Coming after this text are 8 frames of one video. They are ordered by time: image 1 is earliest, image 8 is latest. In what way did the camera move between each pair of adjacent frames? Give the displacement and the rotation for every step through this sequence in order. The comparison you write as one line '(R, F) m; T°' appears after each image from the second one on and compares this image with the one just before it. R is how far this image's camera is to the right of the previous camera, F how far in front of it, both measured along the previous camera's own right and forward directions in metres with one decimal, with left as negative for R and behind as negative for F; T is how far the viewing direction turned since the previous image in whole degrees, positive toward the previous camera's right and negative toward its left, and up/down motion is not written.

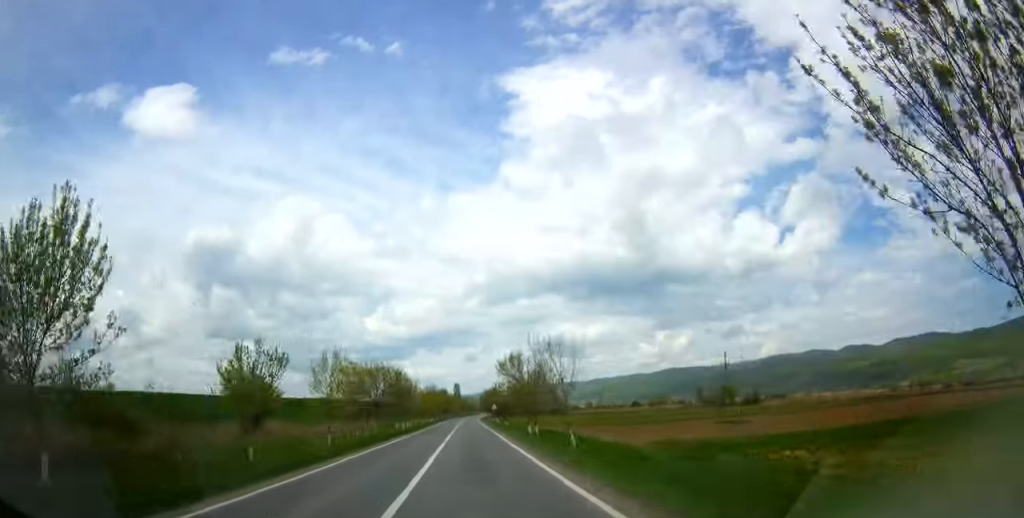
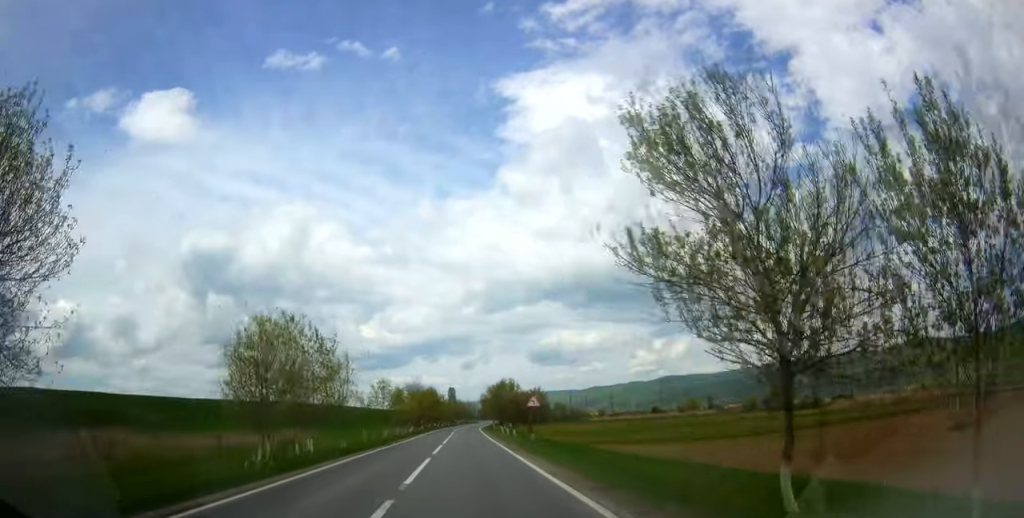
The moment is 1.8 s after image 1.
(-0.4, +50.1) m; 0°
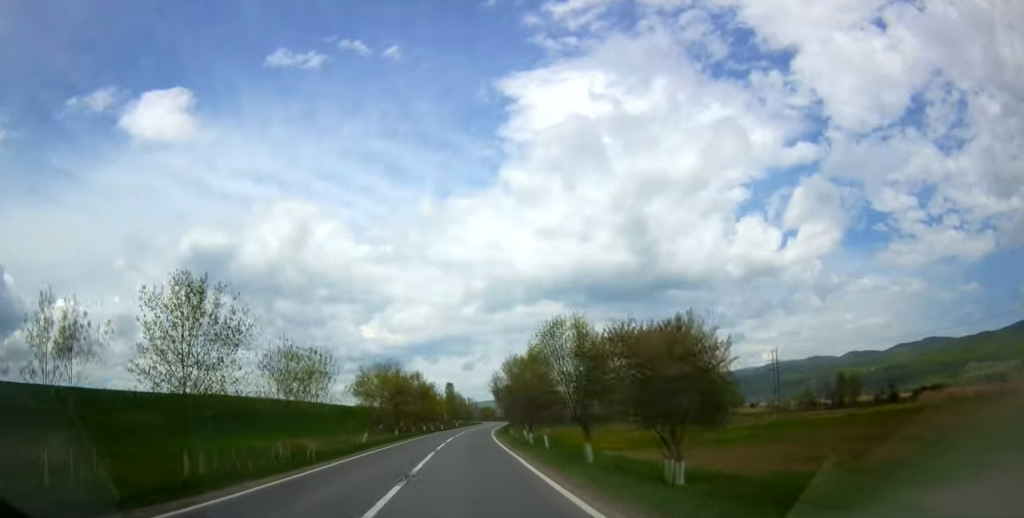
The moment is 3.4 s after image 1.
(+0.4, +45.4) m; 0°
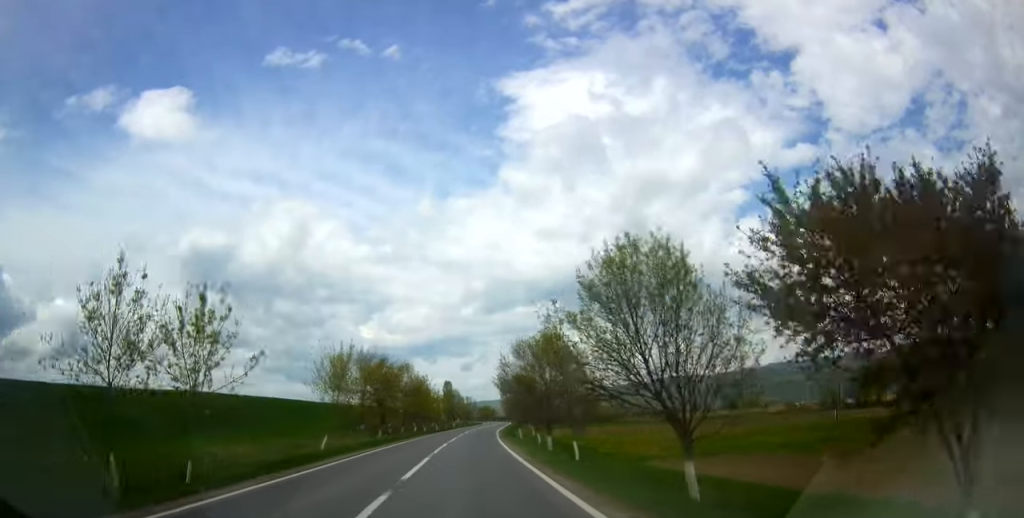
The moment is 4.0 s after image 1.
(-0.1, +14.3) m; 0°
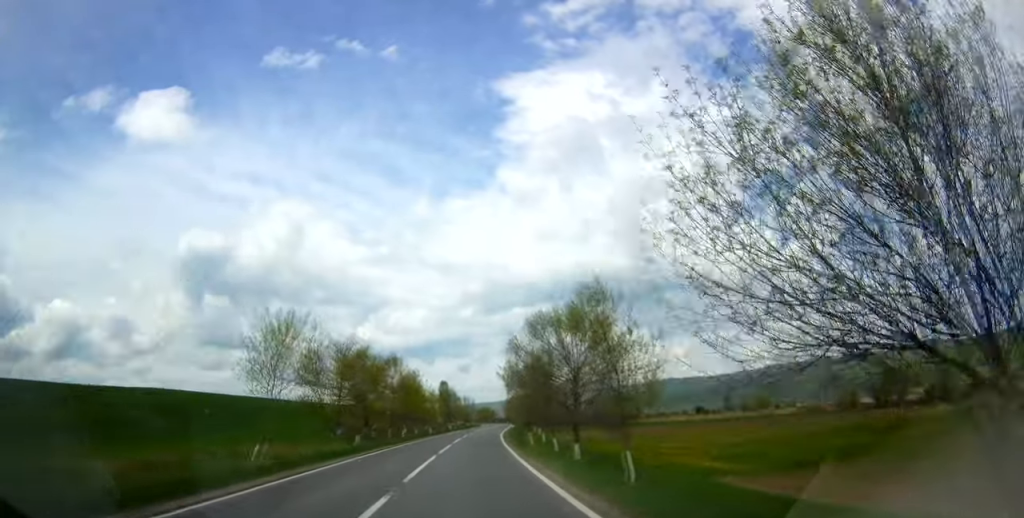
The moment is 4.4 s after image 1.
(-0.2, +12.1) m; 0°
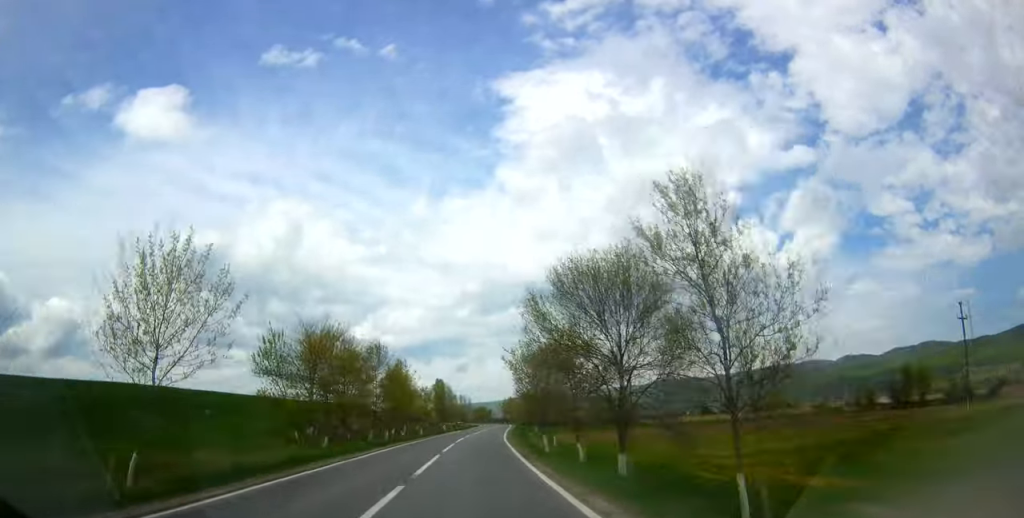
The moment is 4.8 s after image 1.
(0.0, +11.0) m; 0°
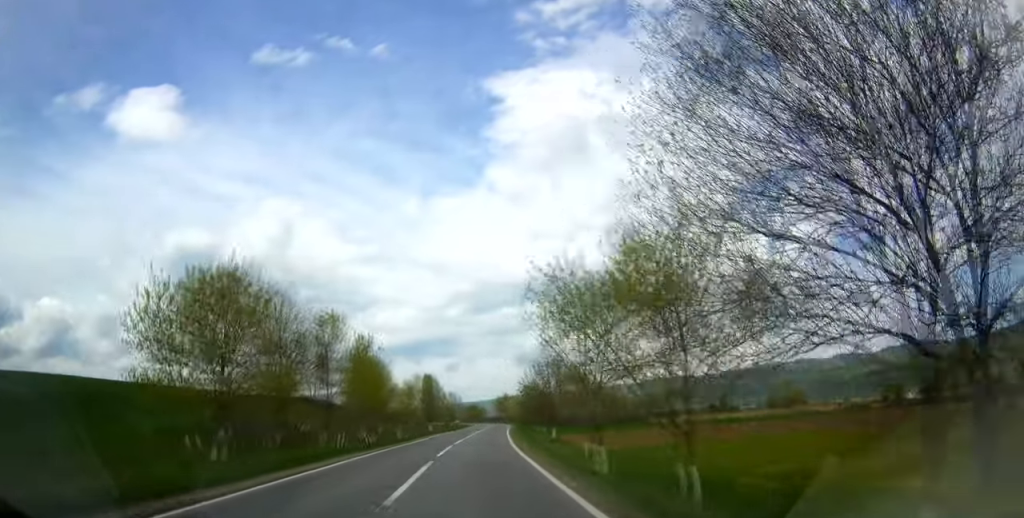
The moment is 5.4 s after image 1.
(+0.4, +17.5) m; 0°
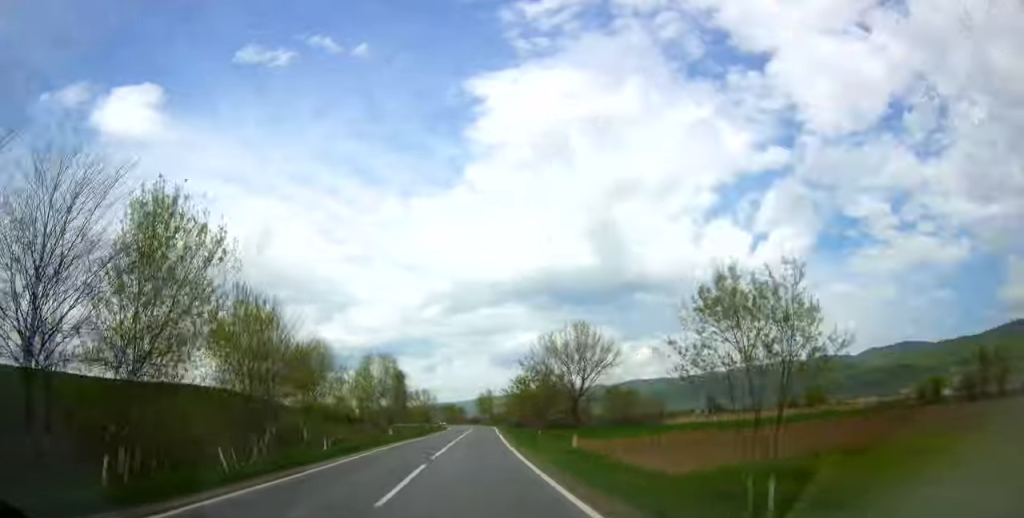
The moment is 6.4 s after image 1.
(-0.2, +24.8) m; +1°
